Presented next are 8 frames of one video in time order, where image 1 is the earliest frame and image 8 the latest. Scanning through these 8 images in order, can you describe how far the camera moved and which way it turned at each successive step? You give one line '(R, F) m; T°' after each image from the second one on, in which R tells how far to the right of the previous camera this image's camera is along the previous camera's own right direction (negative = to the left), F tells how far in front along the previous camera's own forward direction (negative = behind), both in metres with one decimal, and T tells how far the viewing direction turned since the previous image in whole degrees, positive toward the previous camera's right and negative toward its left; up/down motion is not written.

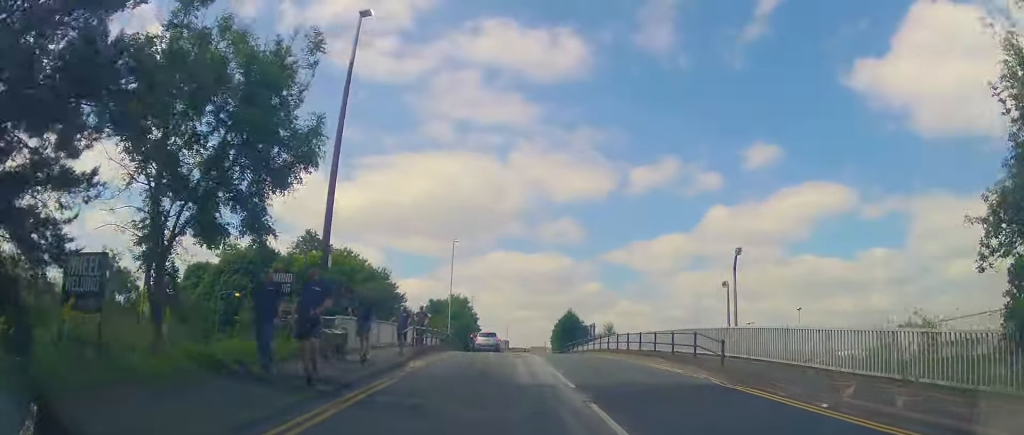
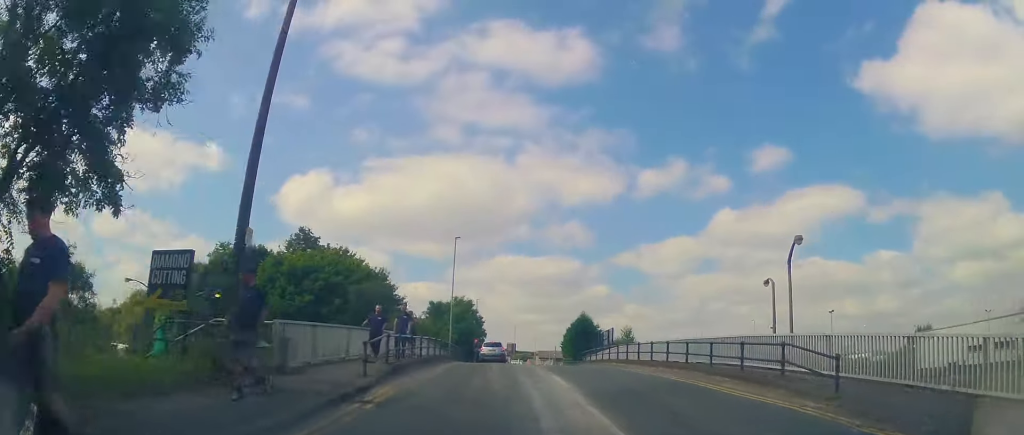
(+0.1, +4.9) m; 0°
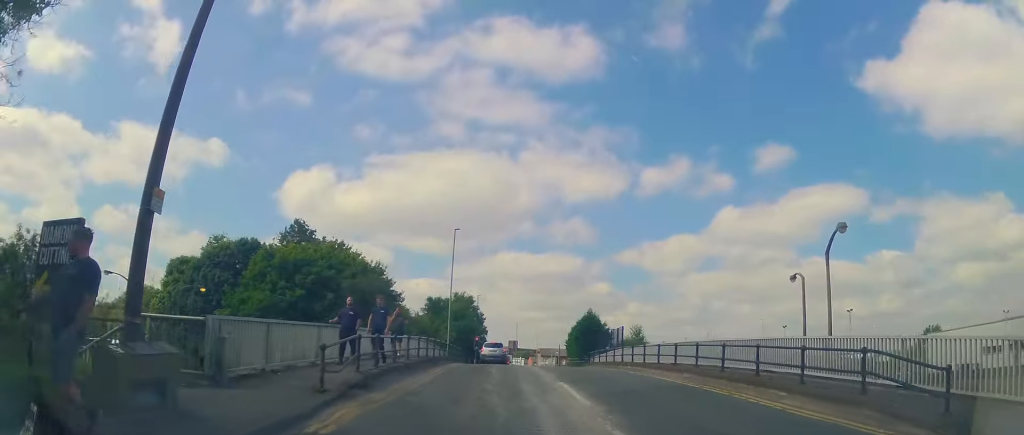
(-0.1, +2.8) m; -1°
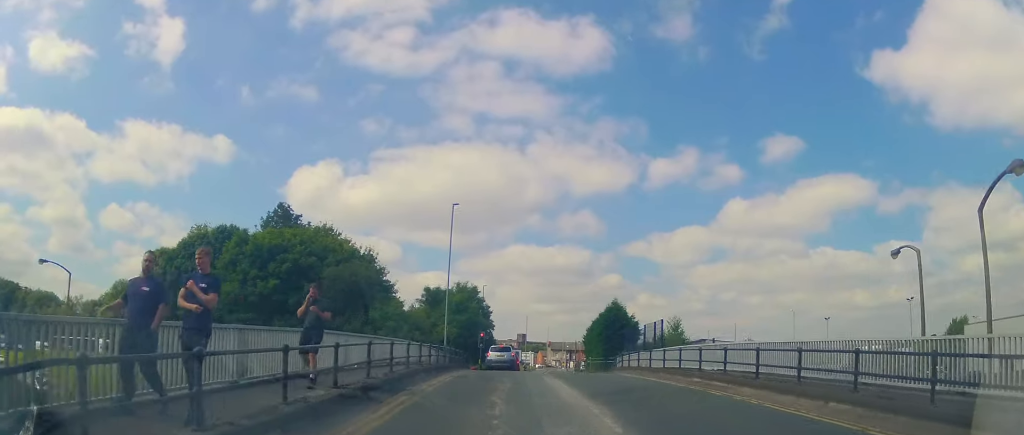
(-0.1, +7.4) m; -3°
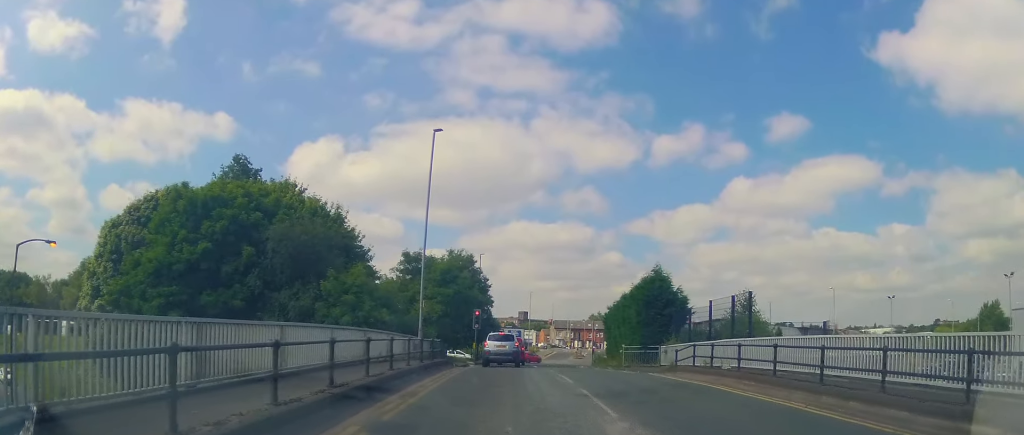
(-0.4, +10.7) m; -3°
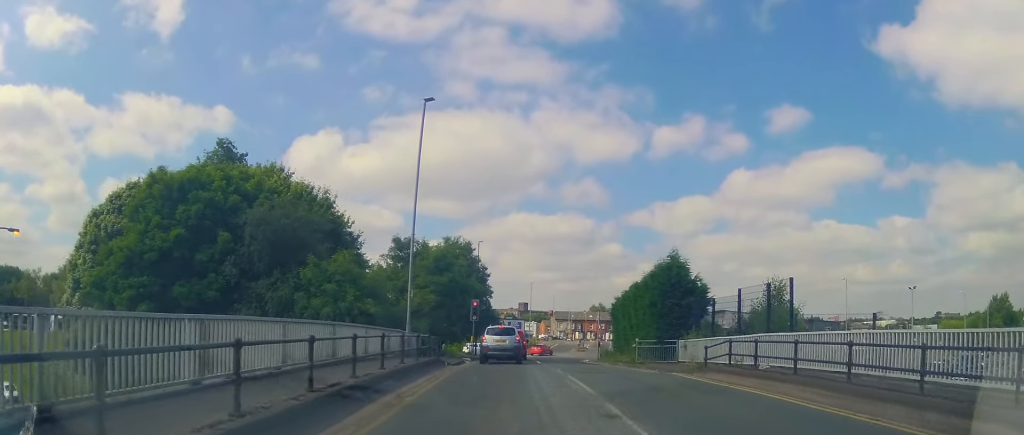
(0.0, +3.0) m; 0°
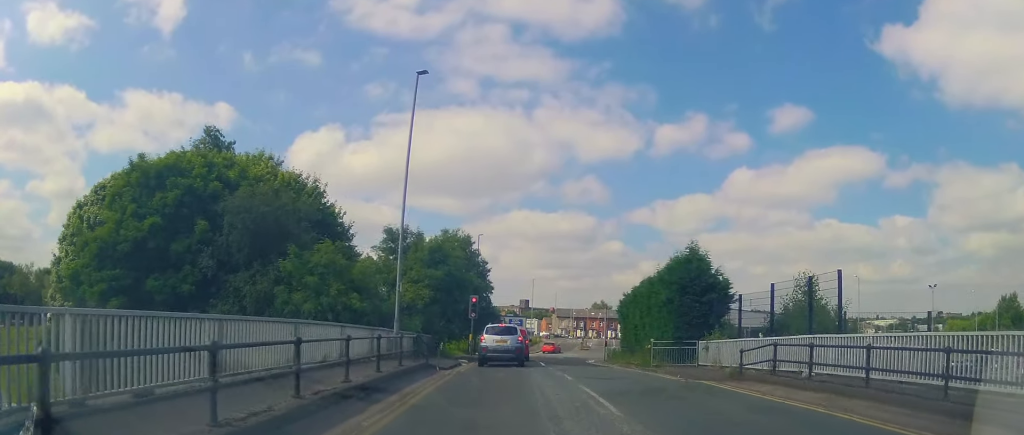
(0.0, +2.7) m; 0°
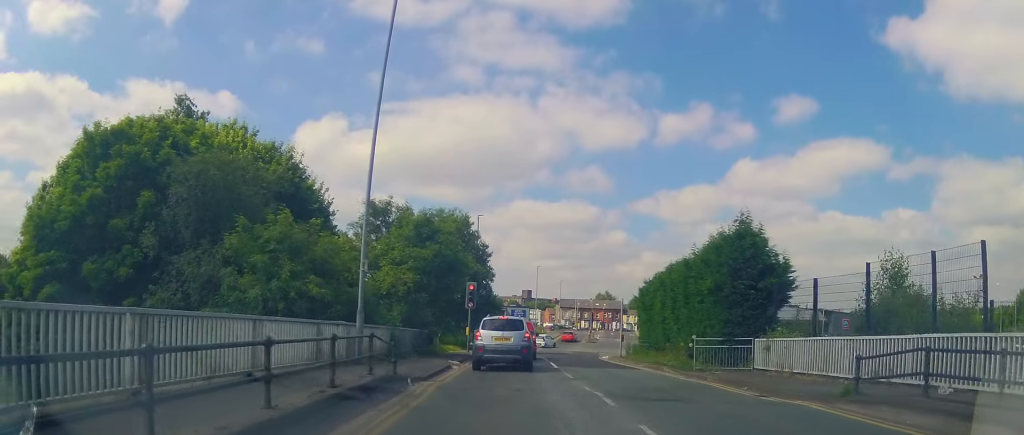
(+0.4, +5.2) m; +5°
